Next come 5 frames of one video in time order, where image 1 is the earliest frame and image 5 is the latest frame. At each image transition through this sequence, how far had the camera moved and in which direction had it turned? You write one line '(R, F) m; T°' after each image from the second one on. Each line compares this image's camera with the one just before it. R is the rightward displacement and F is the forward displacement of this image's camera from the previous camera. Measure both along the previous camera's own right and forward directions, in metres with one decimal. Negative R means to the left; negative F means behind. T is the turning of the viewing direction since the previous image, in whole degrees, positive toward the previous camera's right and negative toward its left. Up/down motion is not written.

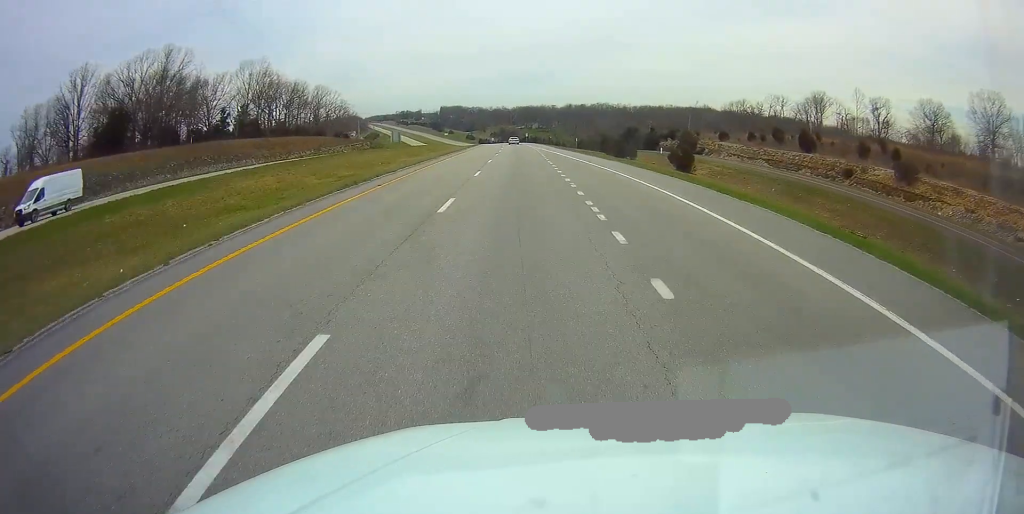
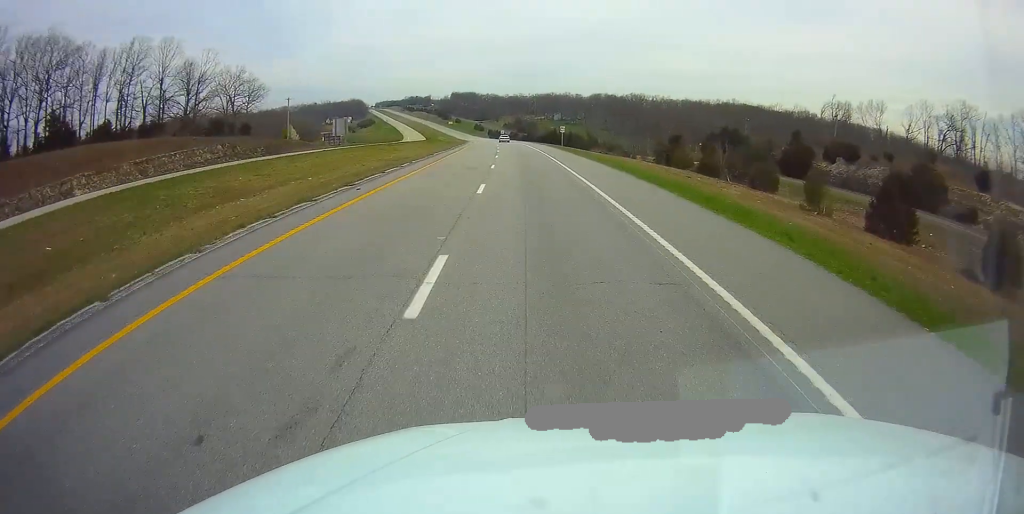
(-1.4, +95.1) m; -2°
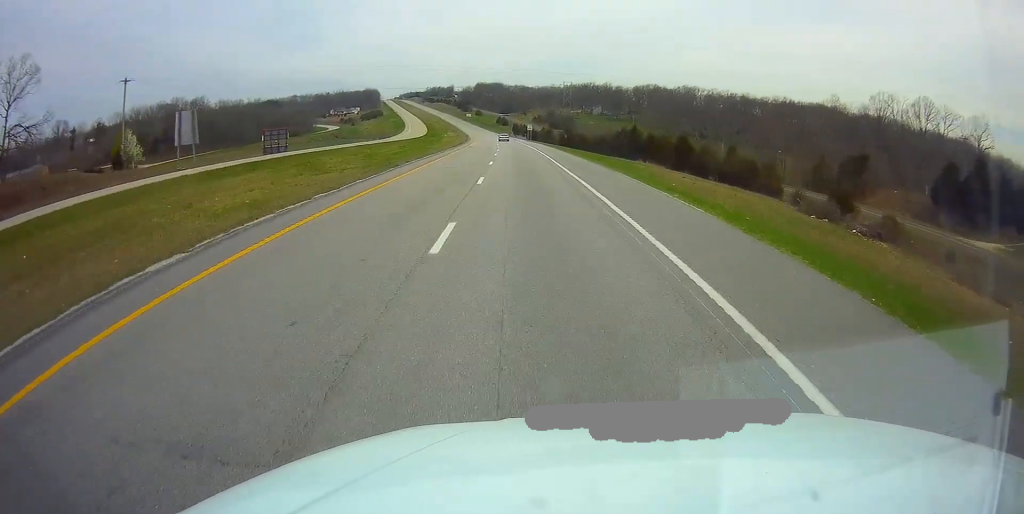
(-2.4, +83.2) m; -3°
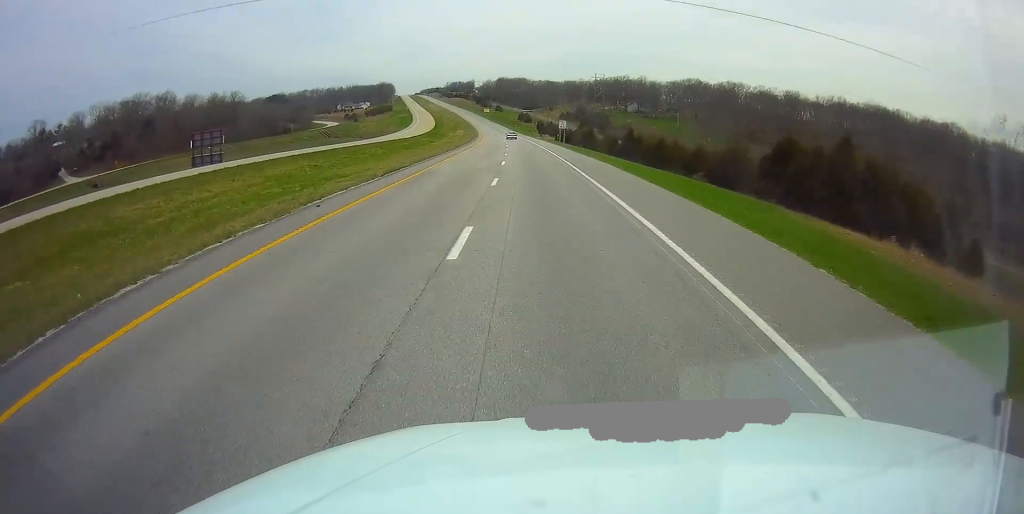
(-0.6, +49.7) m; -1°
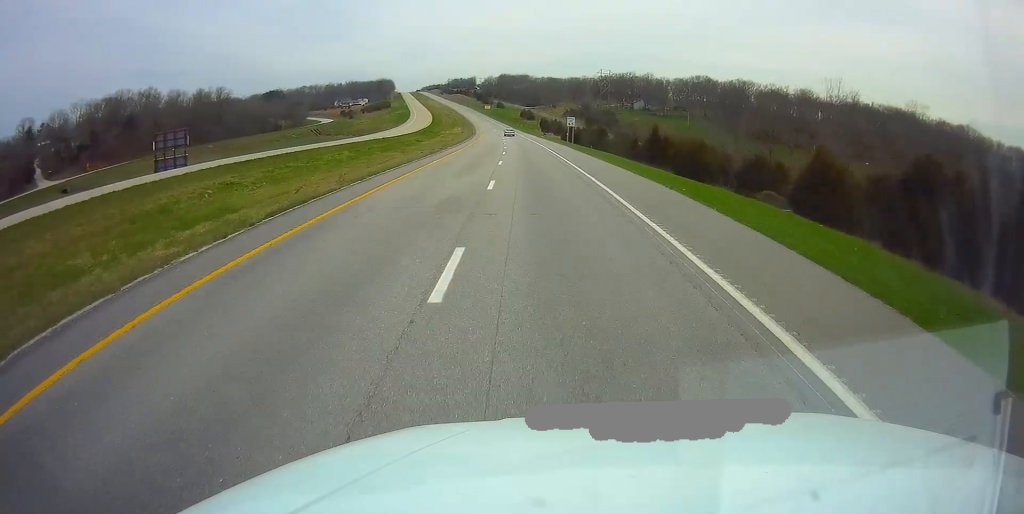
(0.0, +14.8) m; 0°
